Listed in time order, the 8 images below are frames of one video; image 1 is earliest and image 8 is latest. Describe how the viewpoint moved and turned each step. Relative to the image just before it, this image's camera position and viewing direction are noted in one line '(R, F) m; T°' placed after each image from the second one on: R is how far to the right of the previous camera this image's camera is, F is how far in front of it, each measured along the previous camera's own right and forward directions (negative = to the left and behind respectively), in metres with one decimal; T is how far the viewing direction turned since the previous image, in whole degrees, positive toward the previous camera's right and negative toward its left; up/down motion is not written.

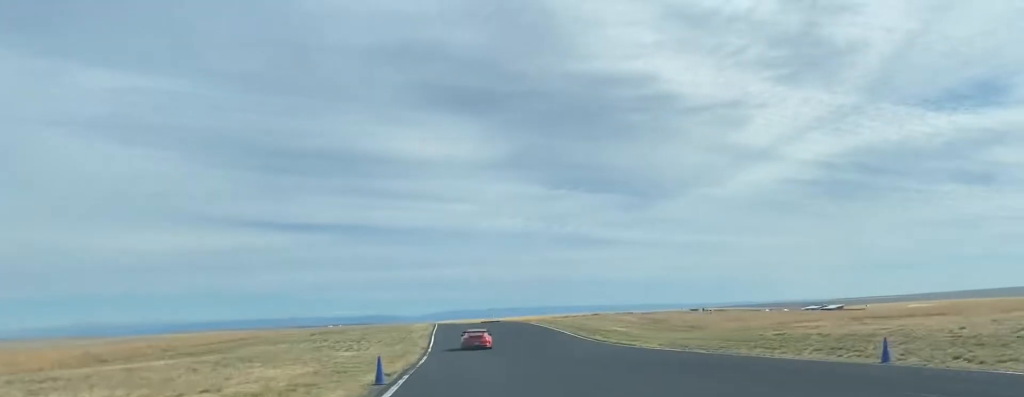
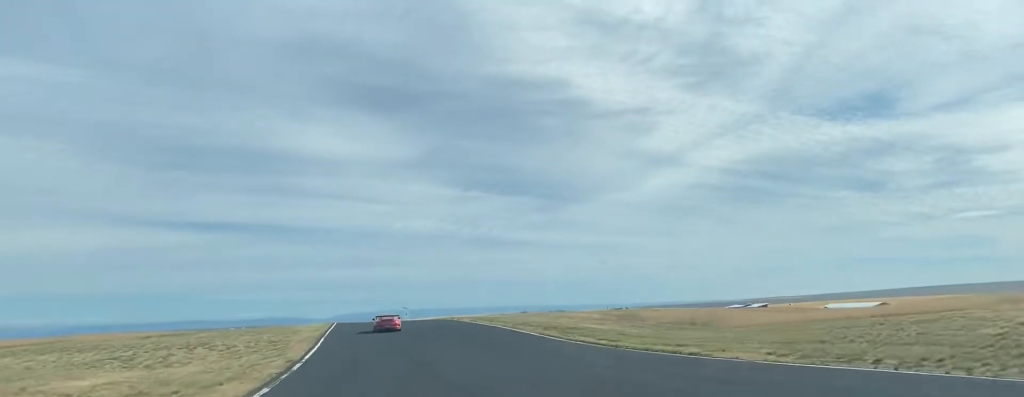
(+2.4, +25.9) m; +6°
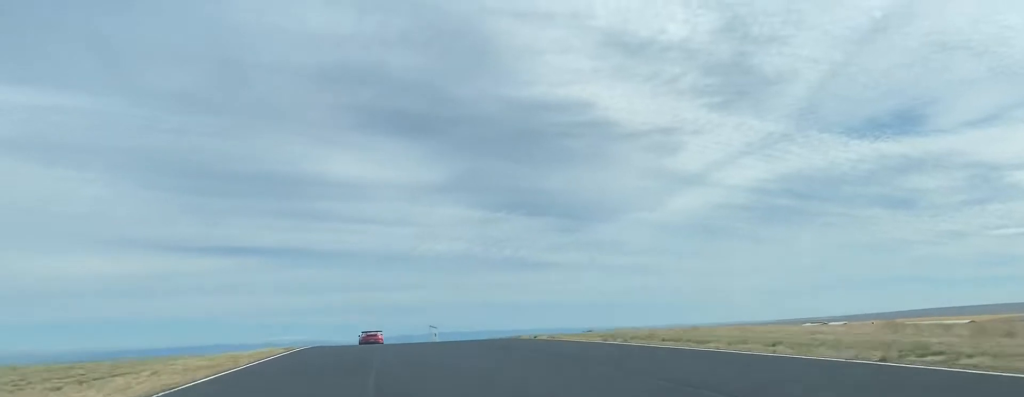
(-0.9, +46.6) m; -6°
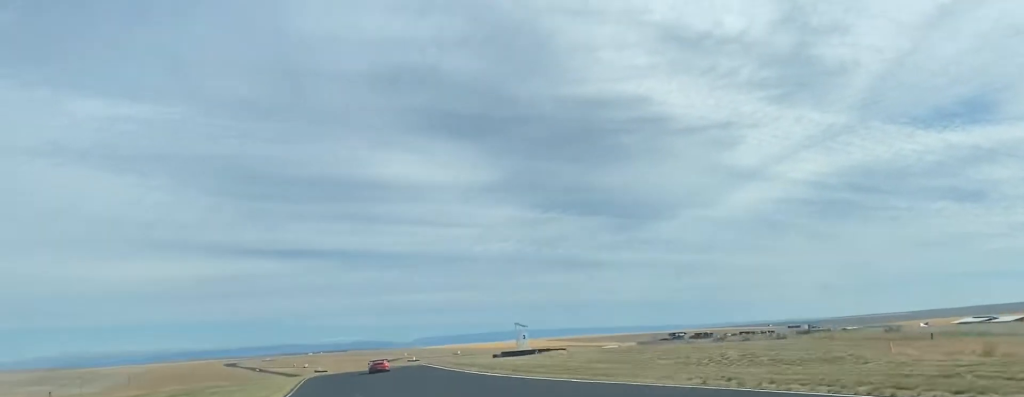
(-5.0, +62.8) m; -7°
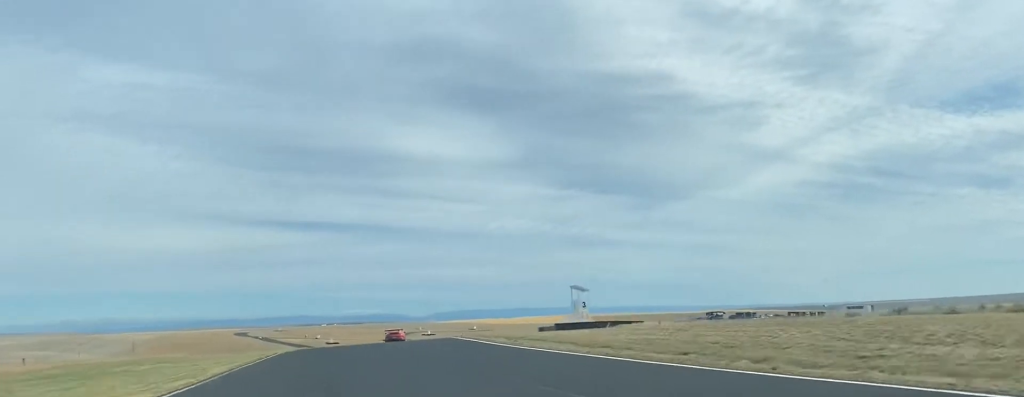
(-0.4, +30.2) m; -1°
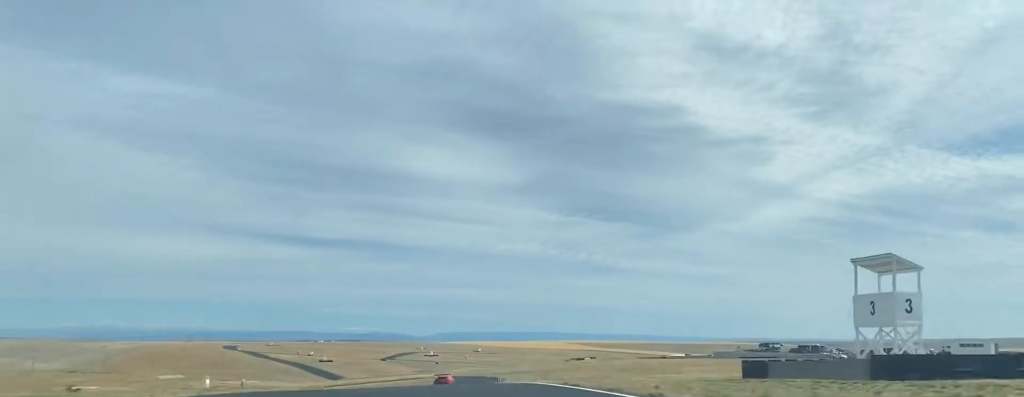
(-1.1, +54.1) m; -1°
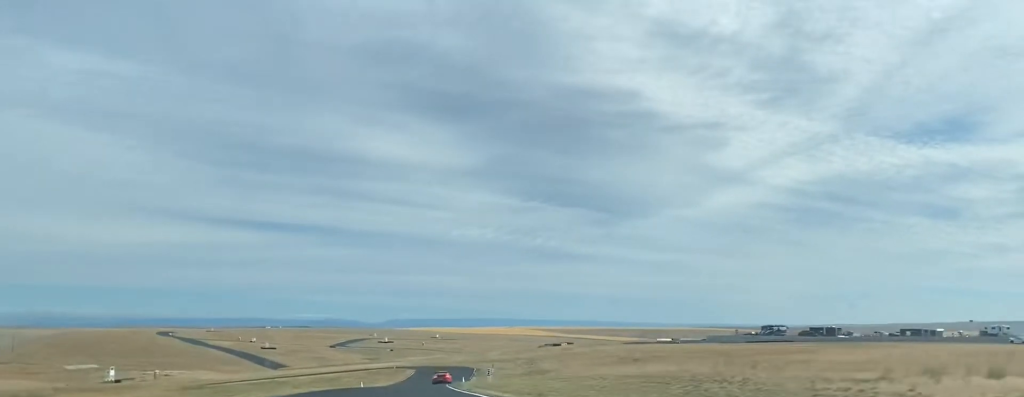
(+0.2, +42.1) m; +2°
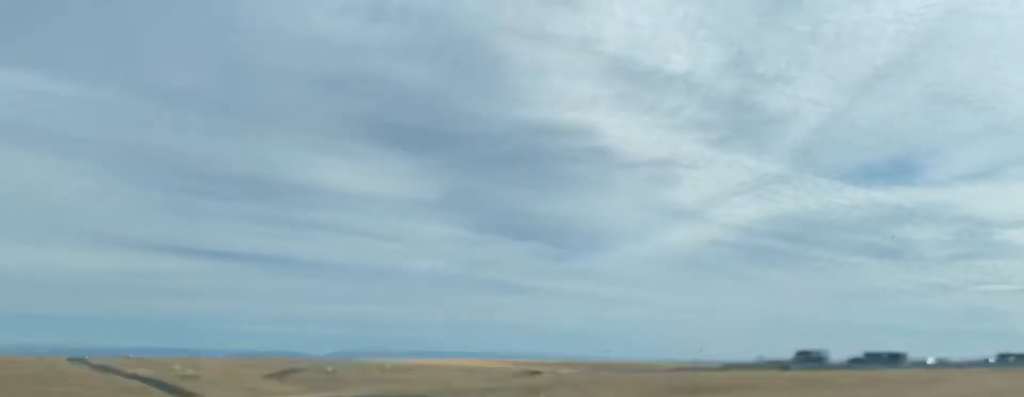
(+2.4, +55.8) m; +5°
